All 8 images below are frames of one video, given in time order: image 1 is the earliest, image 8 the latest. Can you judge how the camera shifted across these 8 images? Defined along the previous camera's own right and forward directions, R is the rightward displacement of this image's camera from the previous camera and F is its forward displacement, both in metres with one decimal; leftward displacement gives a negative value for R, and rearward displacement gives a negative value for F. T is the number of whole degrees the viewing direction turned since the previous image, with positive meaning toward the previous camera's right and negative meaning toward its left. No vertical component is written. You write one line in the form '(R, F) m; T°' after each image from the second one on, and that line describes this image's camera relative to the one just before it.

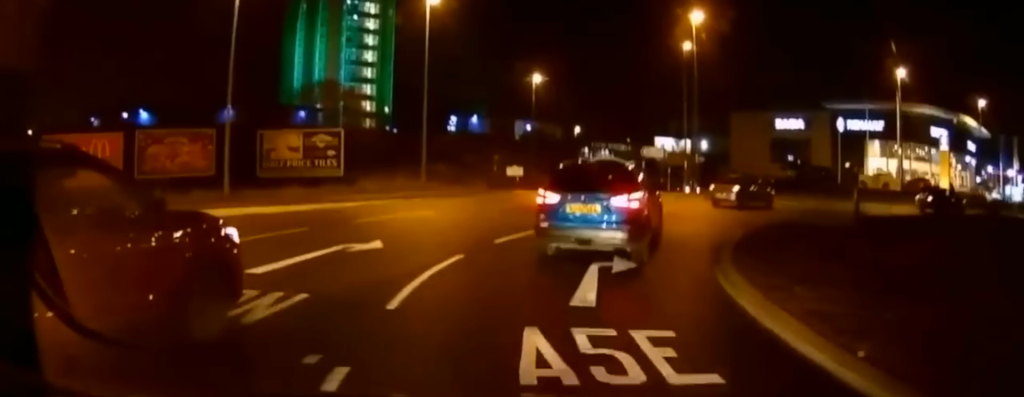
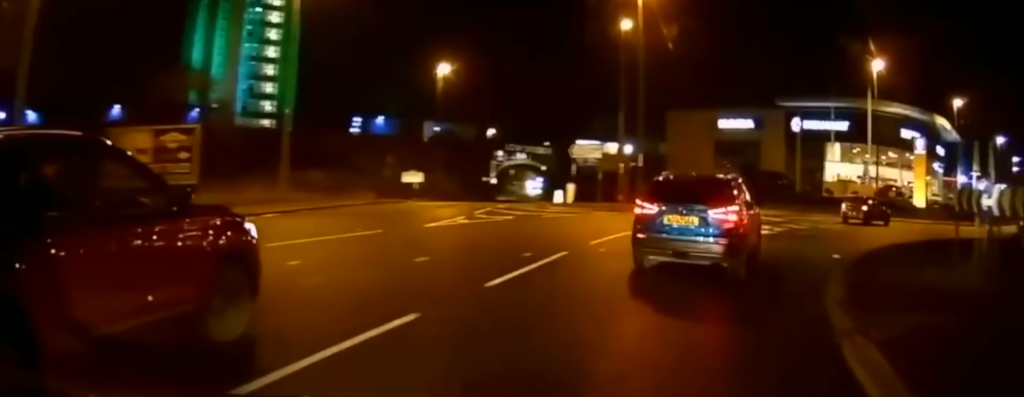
(+0.3, +10.1) m; +7°
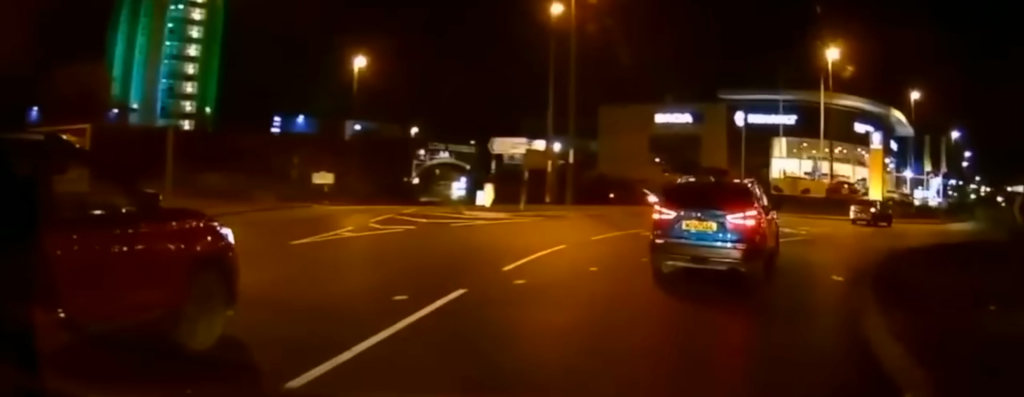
(0.0, +3.5) m; +4°
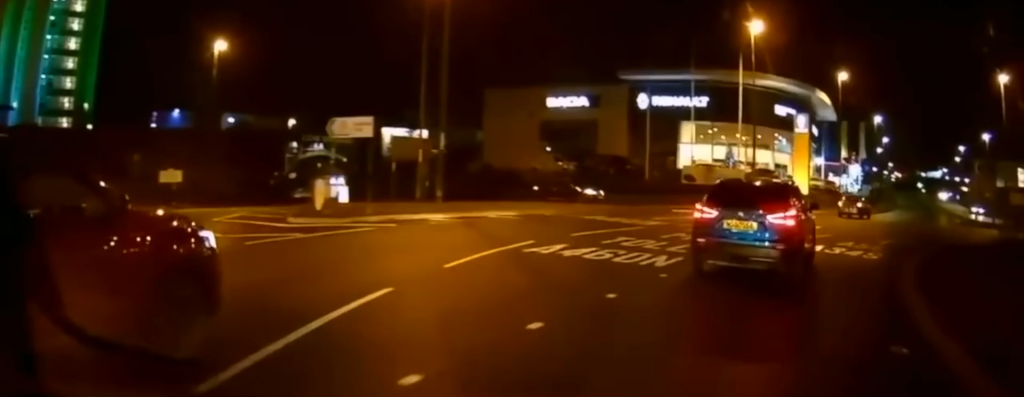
(+0.4, +6.1) m; +9°
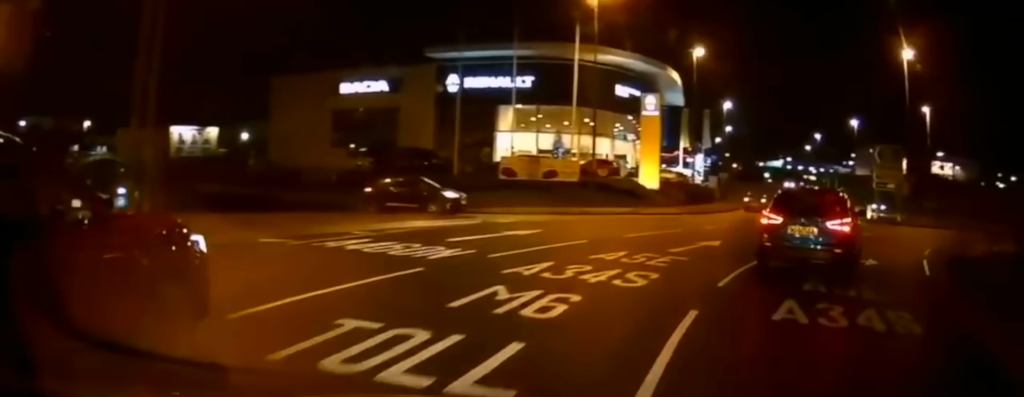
(+1.3, +9.0) m; +15°
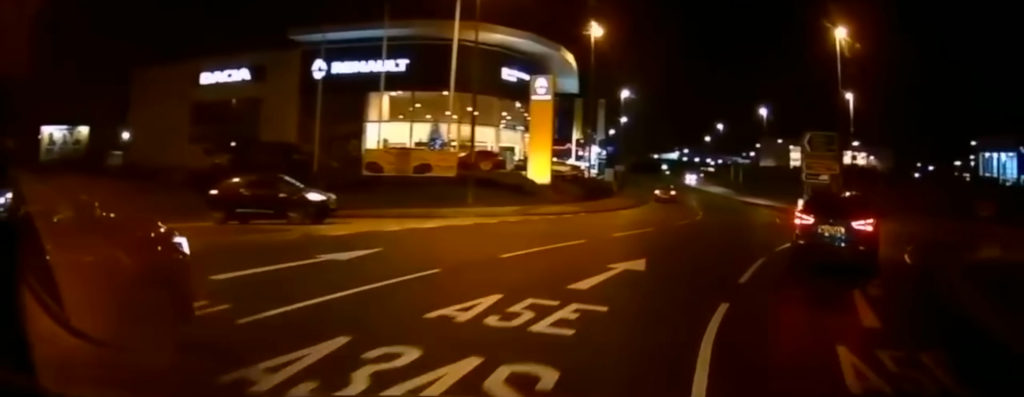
(+0.4, +5.5) m; +9°
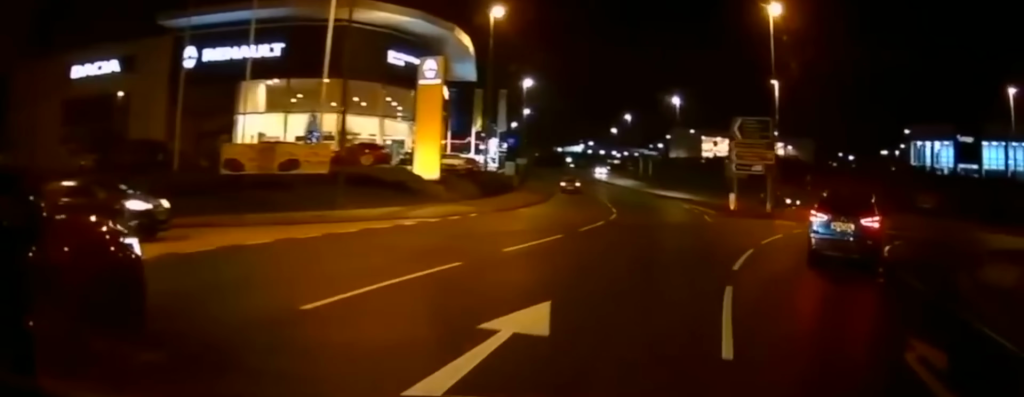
(0.0, +4.8) m; +8°
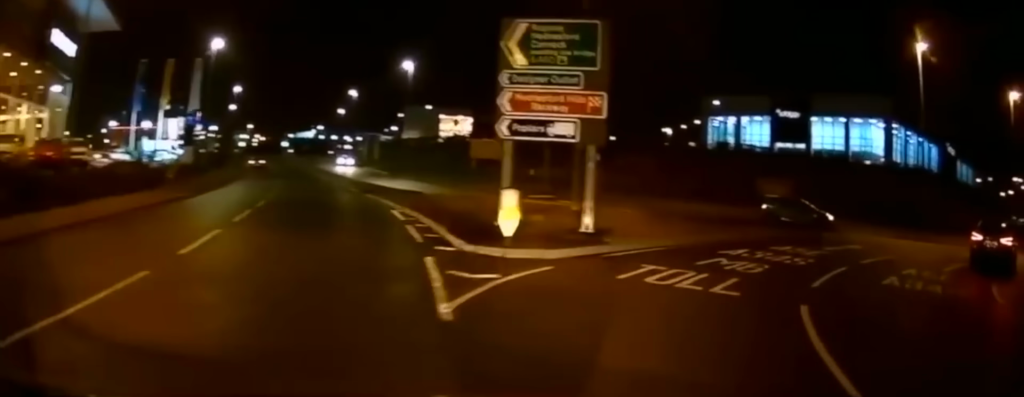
(+4.4, +18.5) m; +27°
